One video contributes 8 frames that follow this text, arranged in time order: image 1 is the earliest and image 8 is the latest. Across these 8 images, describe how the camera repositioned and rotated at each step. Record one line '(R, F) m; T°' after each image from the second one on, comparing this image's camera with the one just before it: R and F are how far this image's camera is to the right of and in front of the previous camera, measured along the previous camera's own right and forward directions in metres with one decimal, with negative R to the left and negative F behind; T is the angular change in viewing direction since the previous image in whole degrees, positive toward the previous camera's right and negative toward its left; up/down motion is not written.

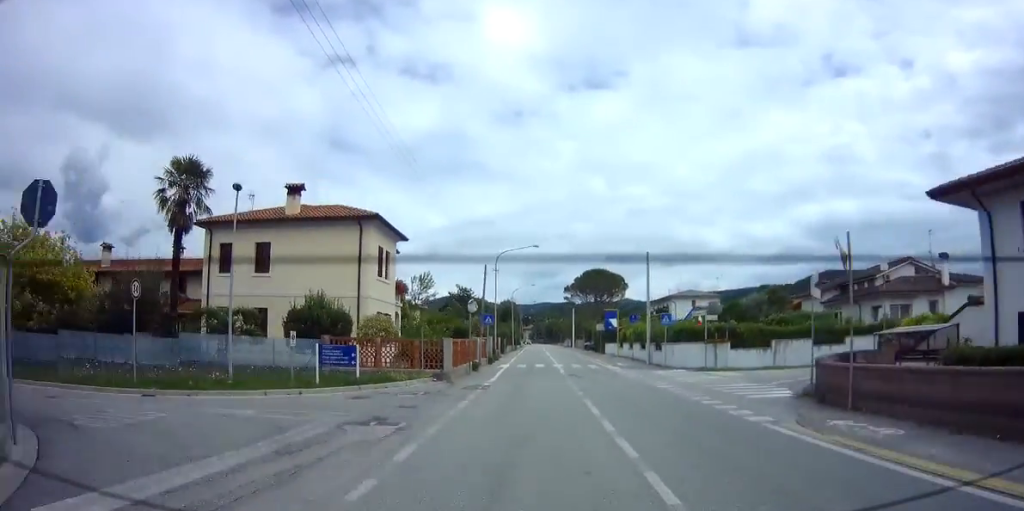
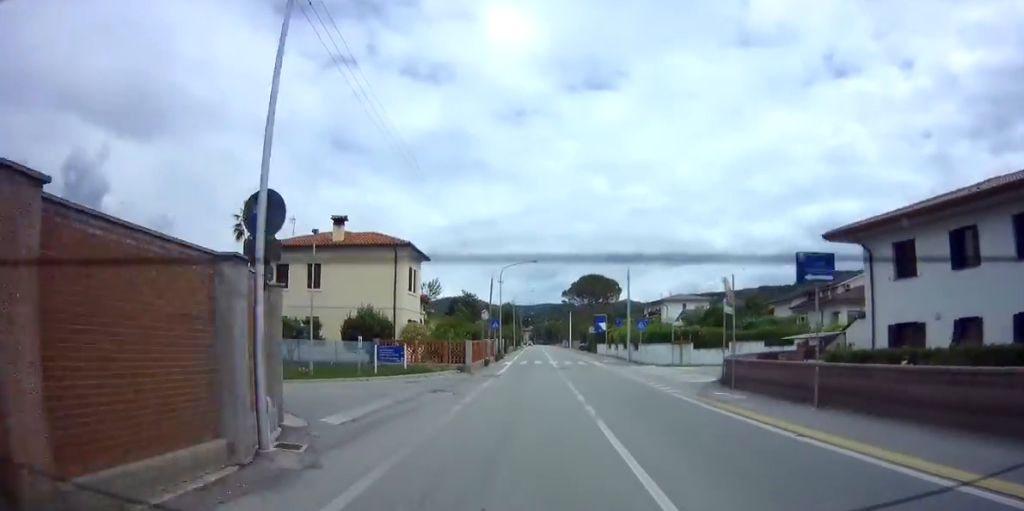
(+0.2, +7.2) m; 0°
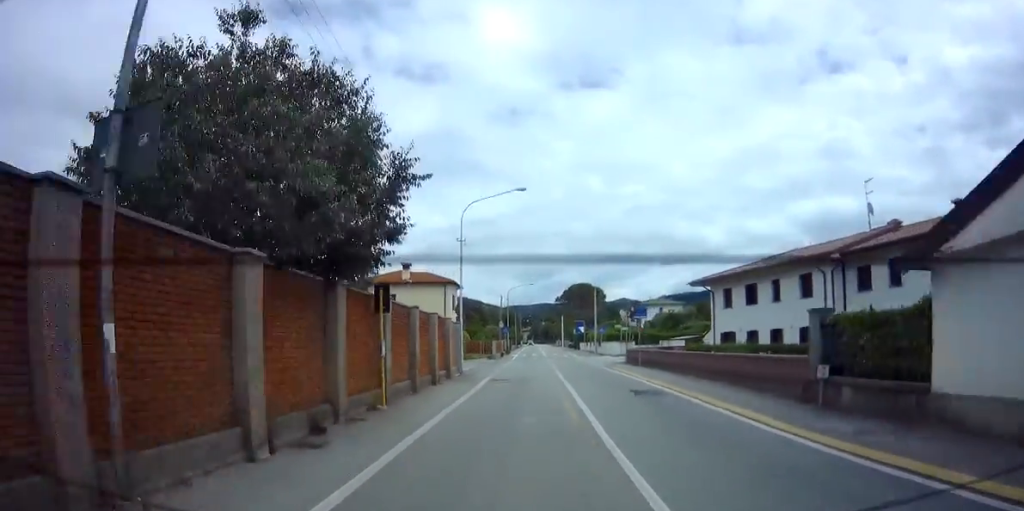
(-0.2, +19.5) m; -2°
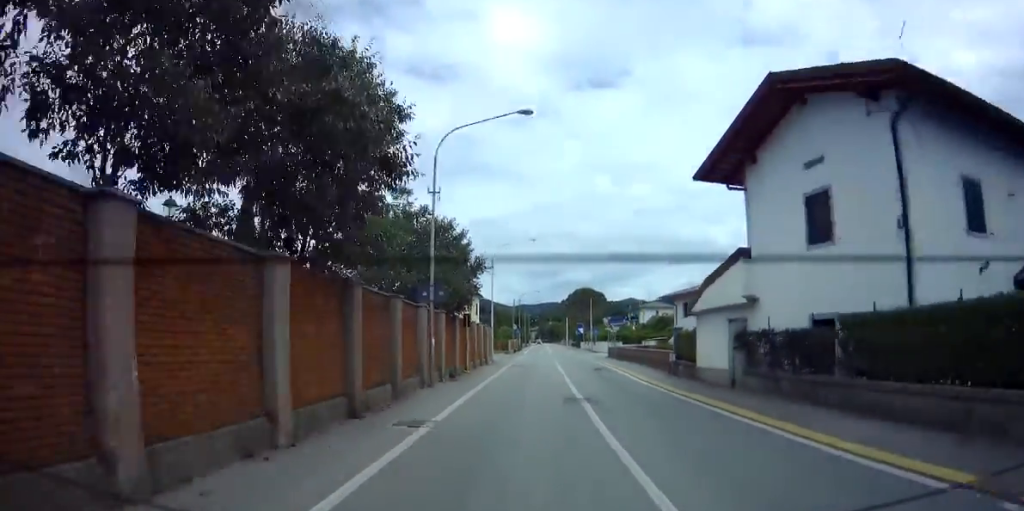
(0.0, +13.3) m; 0°
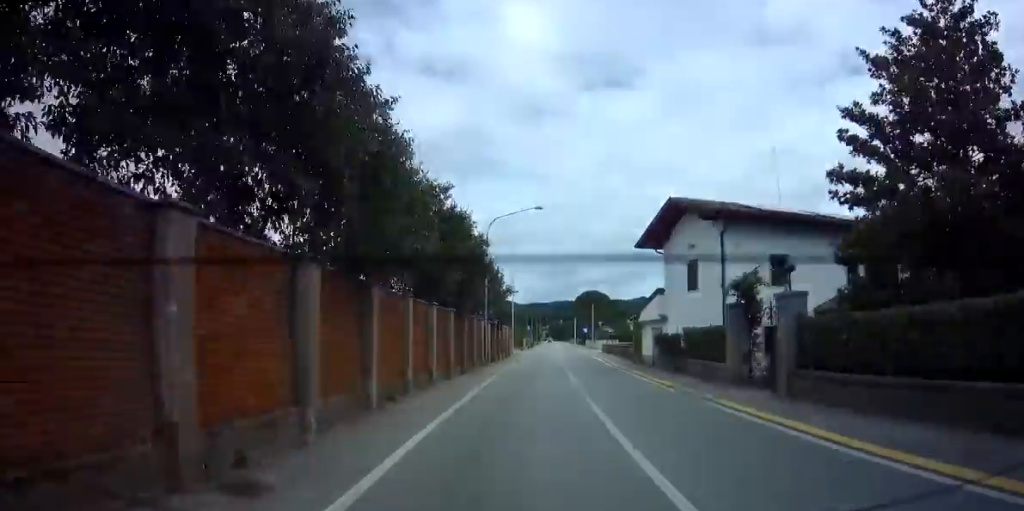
(+0.1, +13.7) m; 0°
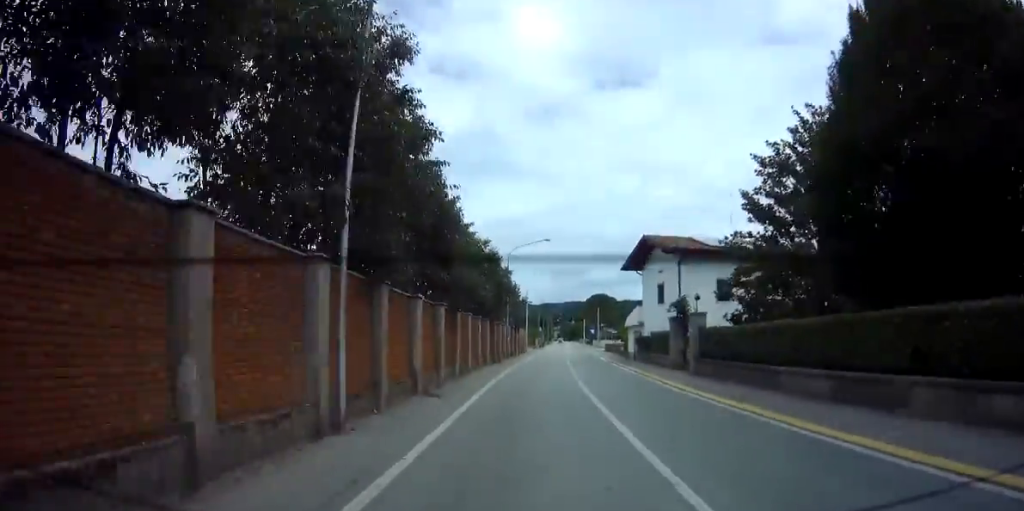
(-0.1, +9.6) m; -1°
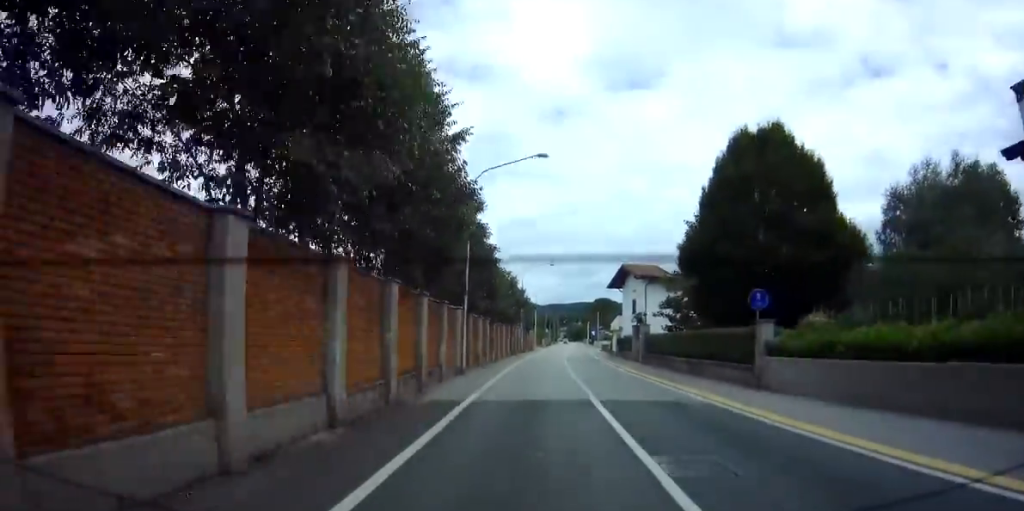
(-0.3, +13.3) m; -1°
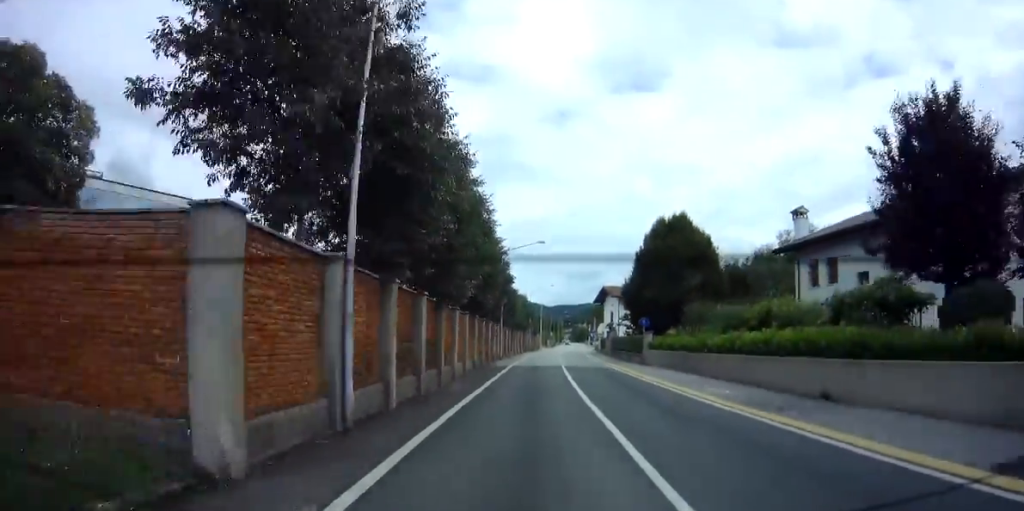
(+0.1, +19.1) m; 0°
